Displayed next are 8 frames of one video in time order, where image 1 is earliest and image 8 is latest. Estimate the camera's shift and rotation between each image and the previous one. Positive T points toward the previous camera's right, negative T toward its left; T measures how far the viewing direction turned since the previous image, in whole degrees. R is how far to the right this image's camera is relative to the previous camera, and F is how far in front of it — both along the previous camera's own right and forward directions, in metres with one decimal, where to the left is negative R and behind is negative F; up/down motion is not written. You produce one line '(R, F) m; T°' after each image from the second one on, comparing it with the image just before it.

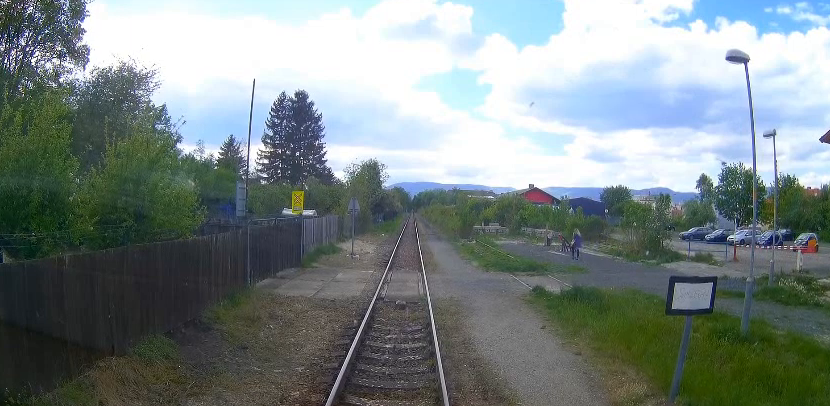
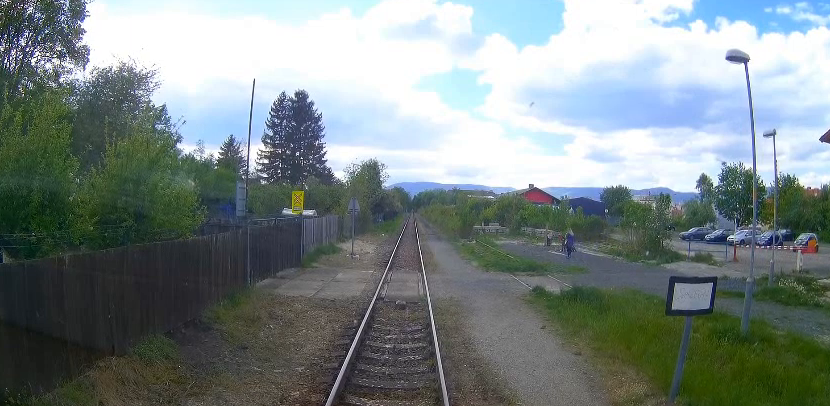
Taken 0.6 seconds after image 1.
(0.0, 0.0) m; 0°
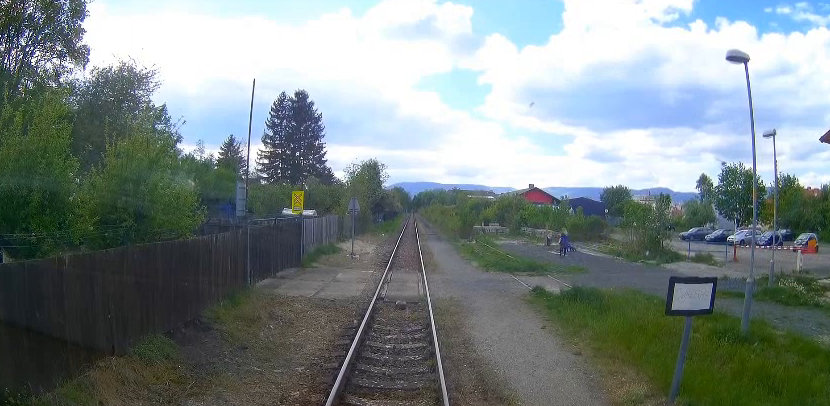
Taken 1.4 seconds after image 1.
(0.0, 0.0) m; 0°
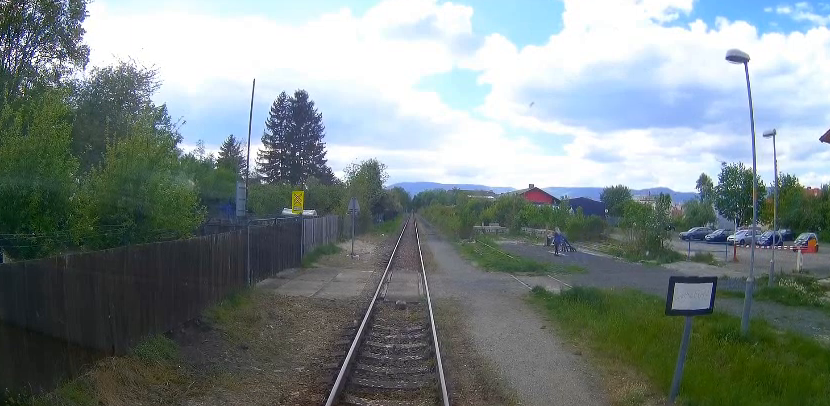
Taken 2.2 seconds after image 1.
(0.0, 0.0) m; 0°
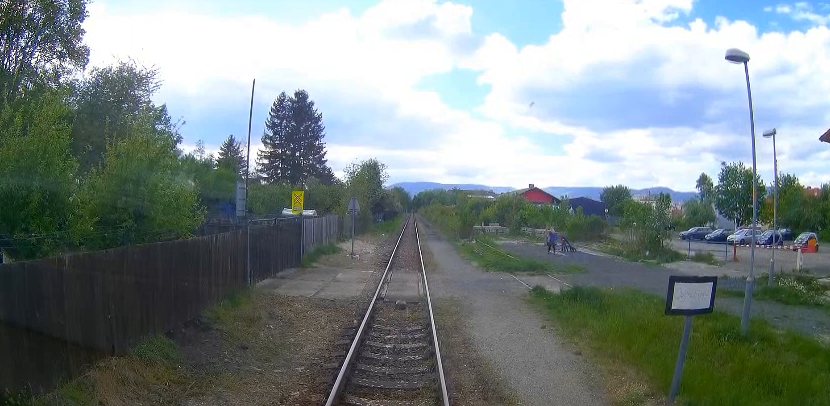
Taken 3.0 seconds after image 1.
(0.0, 0.0) m; 0°
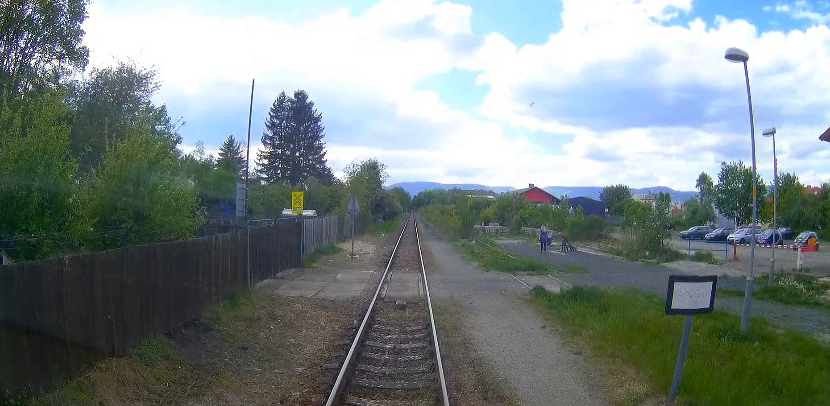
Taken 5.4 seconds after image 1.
(0.0, 0.0) m; 0°
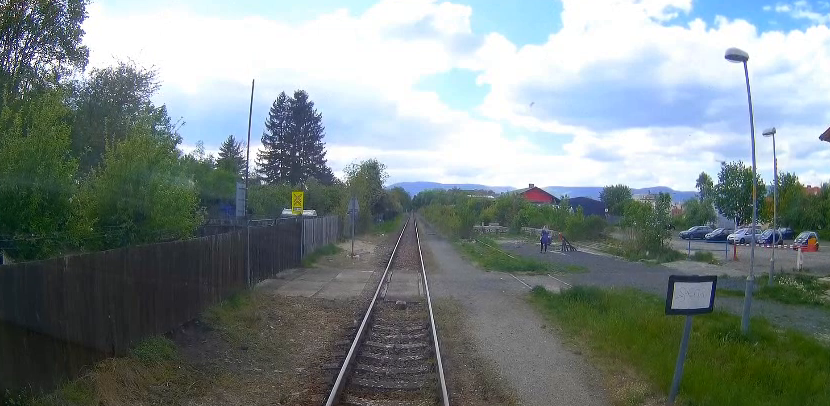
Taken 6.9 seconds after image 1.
(0.0, 0.0) m; 0°
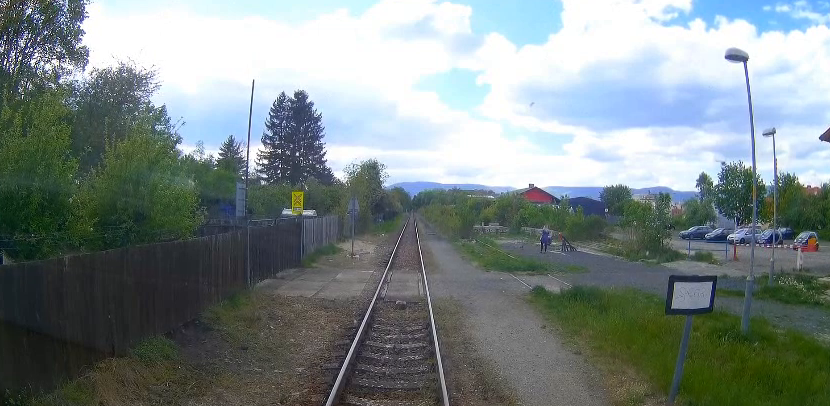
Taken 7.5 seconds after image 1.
(0.0, 0.0) m; 0°
